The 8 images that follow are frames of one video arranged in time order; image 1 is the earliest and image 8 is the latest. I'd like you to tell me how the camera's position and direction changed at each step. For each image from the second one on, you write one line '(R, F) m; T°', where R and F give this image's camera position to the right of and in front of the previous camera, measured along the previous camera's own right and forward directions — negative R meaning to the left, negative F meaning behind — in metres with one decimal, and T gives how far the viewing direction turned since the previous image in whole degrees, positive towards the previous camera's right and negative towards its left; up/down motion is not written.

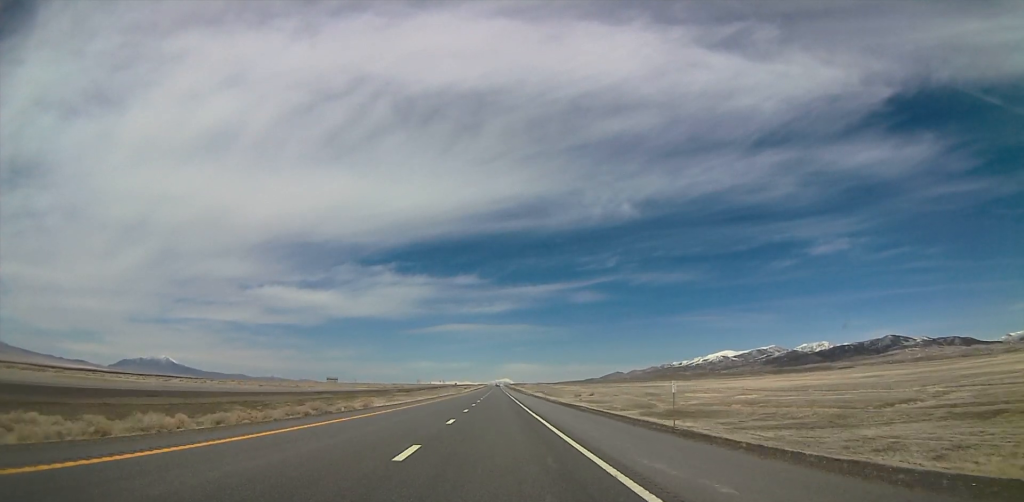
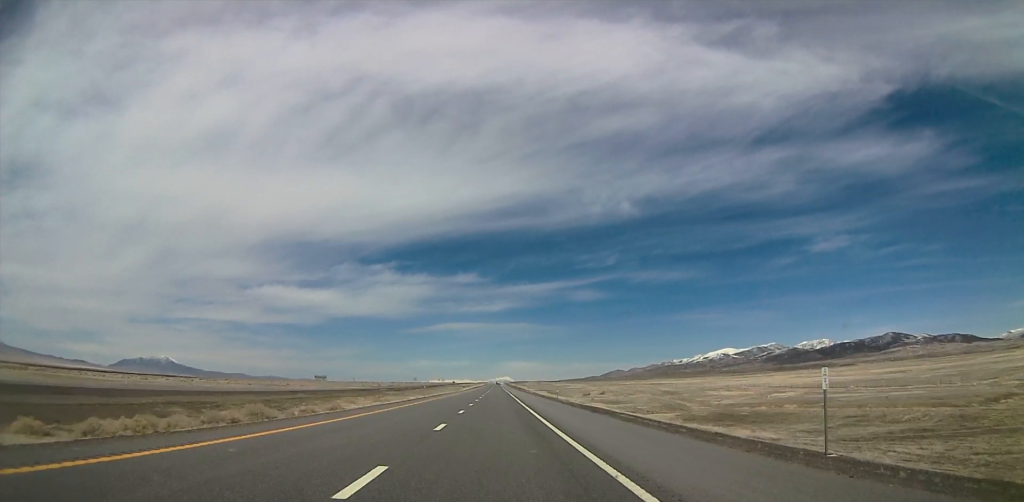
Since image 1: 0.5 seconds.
(-0.7, +16.7) m; -1°
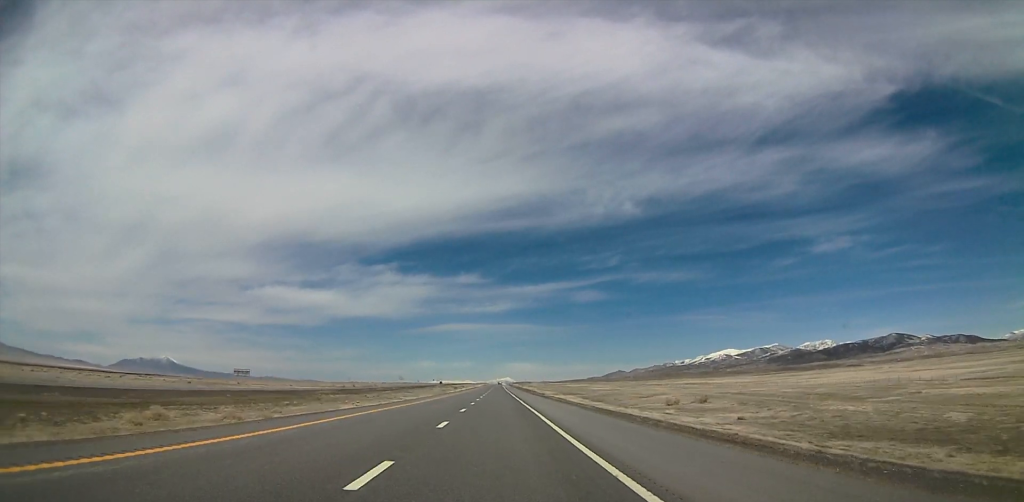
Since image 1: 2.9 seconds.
(+0.8, +73.2) m; +3°
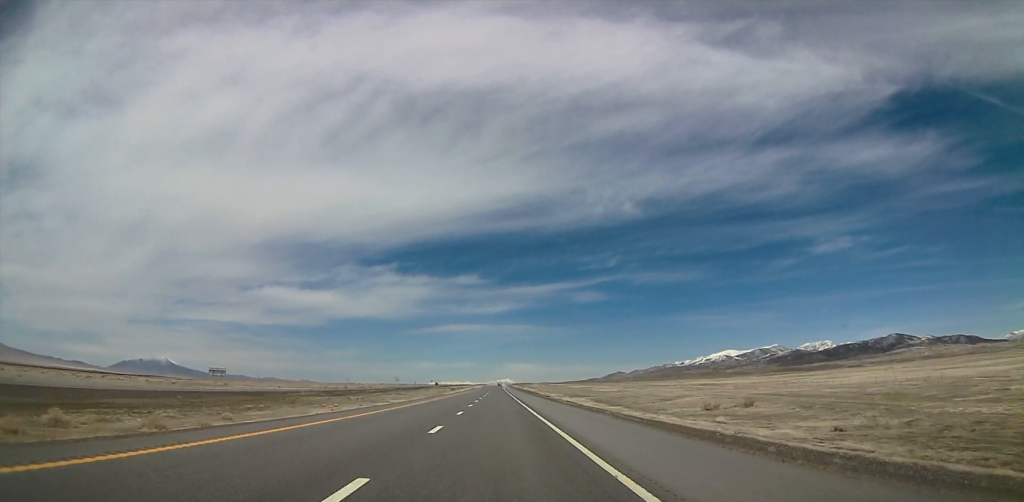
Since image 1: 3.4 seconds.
(+0.5, +14.3) m; 0°
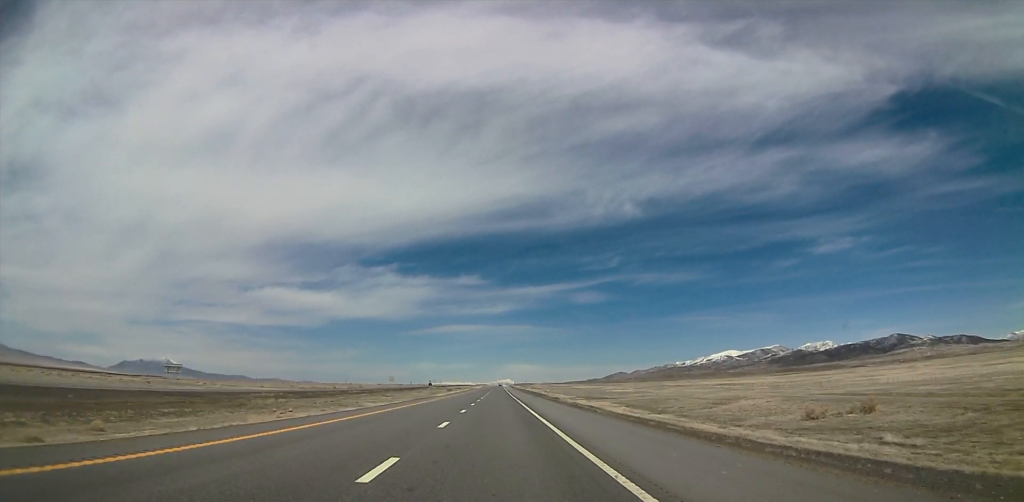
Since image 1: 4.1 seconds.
(+0.1, +21.5) m; -1°
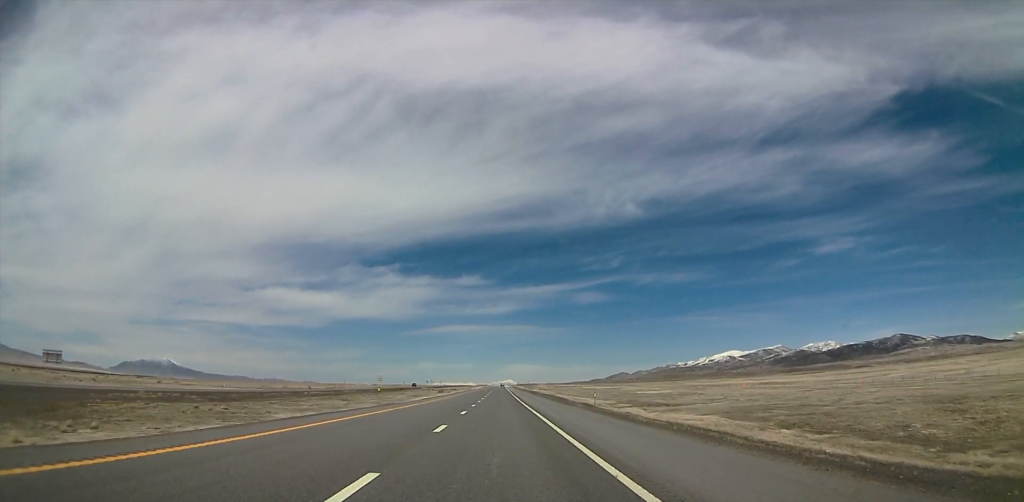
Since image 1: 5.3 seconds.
(-0.9, +39.2) m; -2°
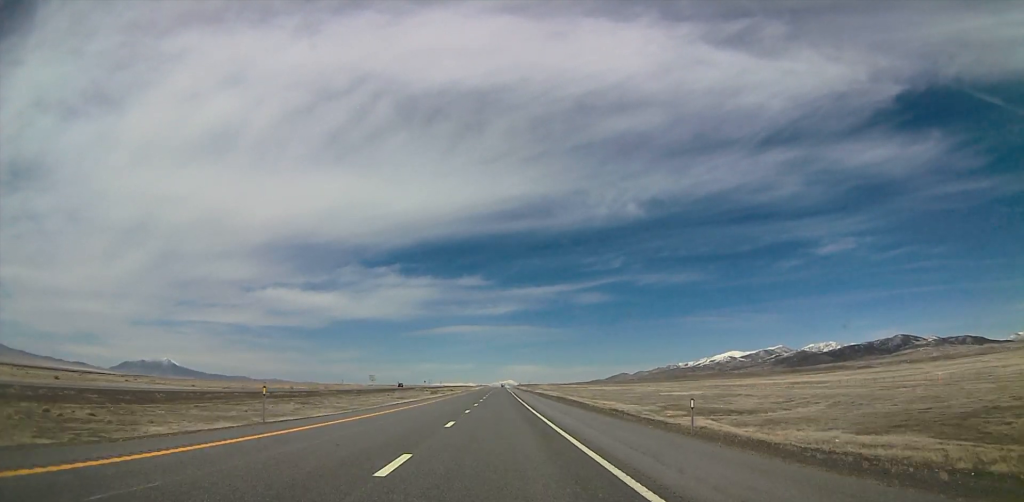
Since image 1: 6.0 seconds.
(-0.1, +21.8) m; 0°
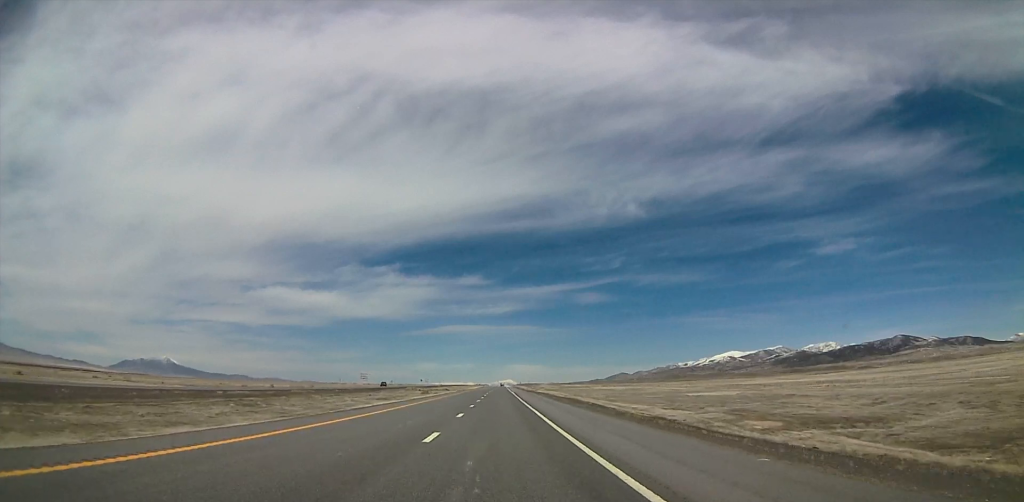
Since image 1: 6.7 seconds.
(-0.5, +18.8) m; +1°
